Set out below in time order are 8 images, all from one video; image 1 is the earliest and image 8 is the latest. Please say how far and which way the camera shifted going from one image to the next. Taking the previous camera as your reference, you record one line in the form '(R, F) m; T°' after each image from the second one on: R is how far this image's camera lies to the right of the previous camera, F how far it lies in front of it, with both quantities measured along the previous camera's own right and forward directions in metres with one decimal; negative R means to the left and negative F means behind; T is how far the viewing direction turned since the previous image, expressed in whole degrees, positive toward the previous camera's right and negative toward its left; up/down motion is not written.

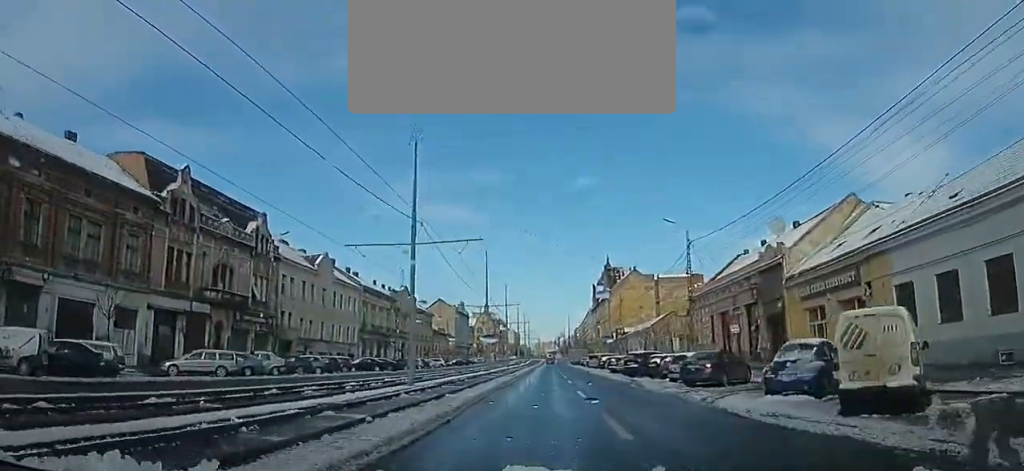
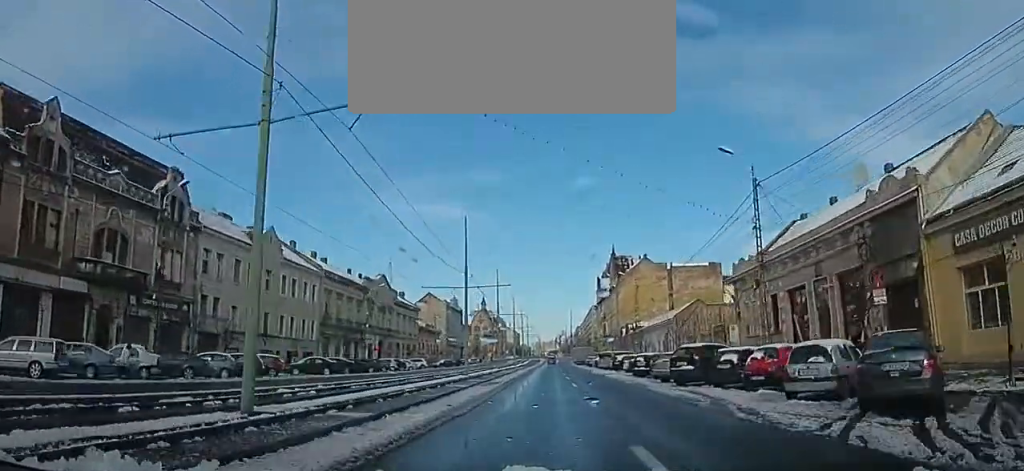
(+1.0, +11.7) m; +4°
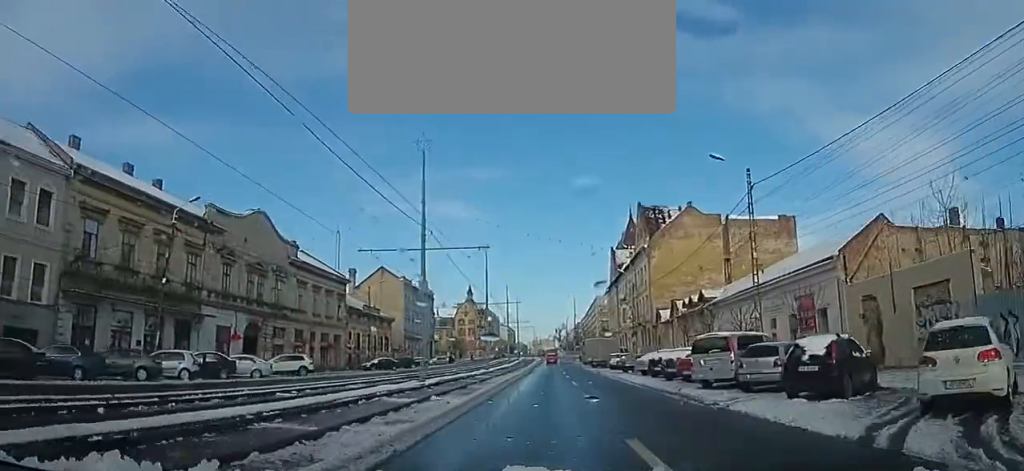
(-0.4, +33.2) m; -1°
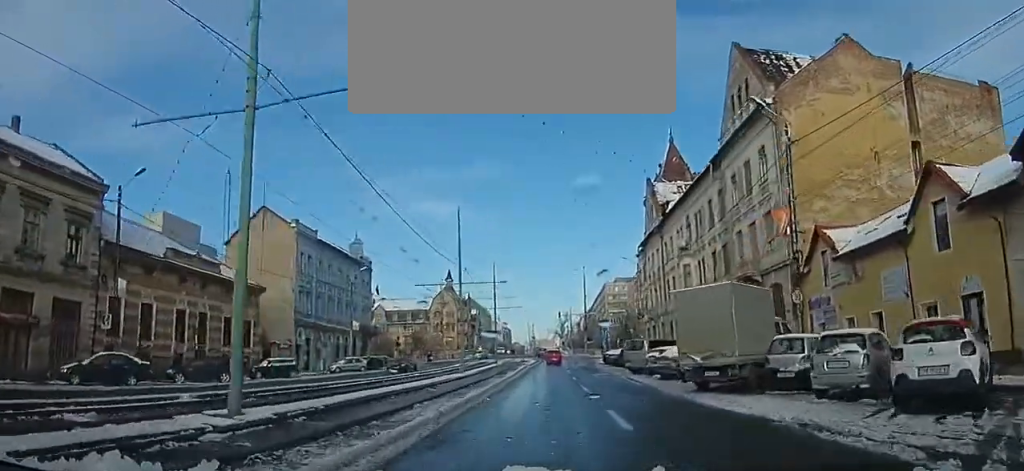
(-0.5, +38.4) m; -1°
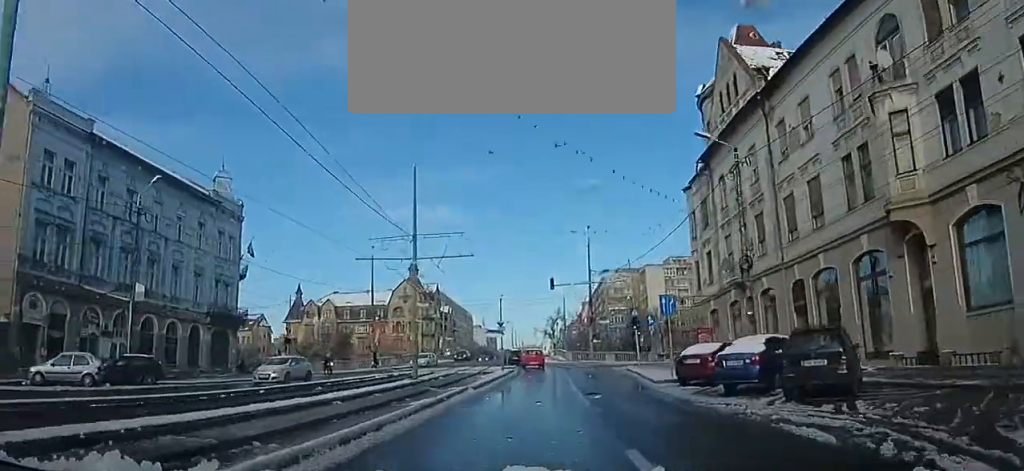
(+0.3, +30.3) m; +1°
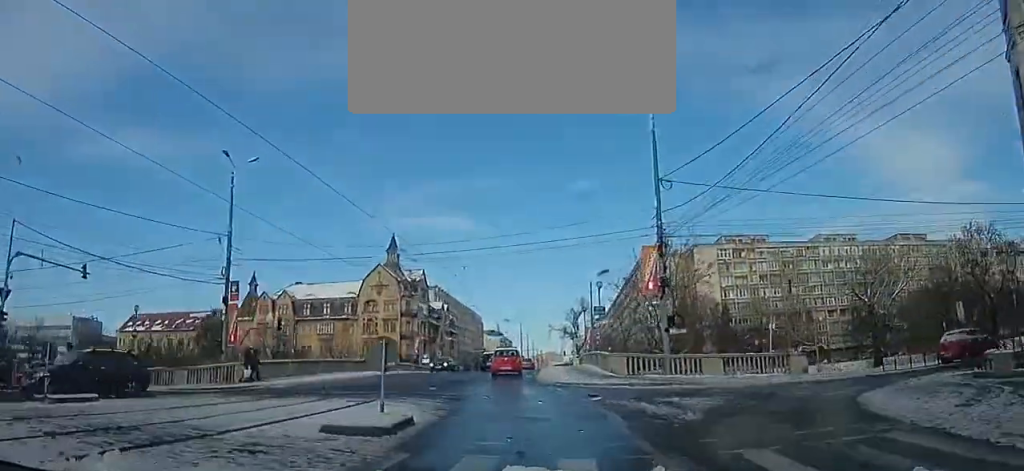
(-0.1, +31.7) m; 0°
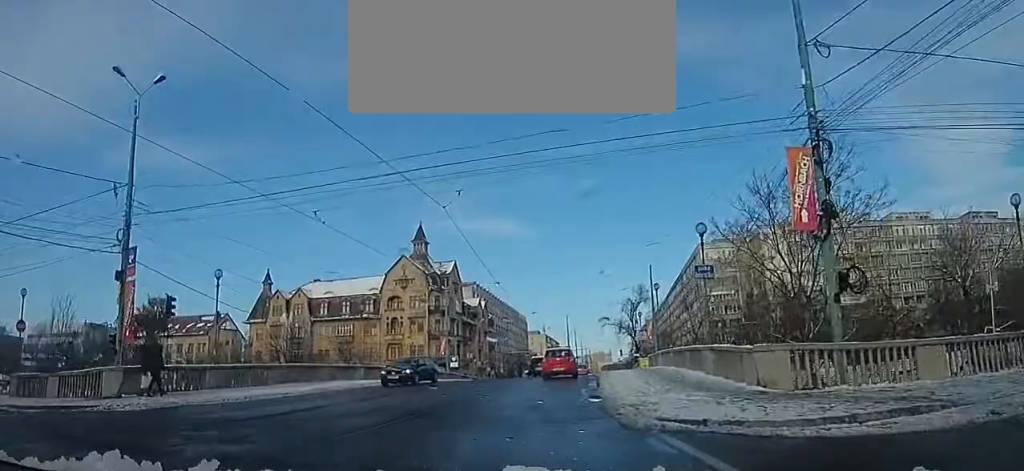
(+0.1, +13.0) m; -1°
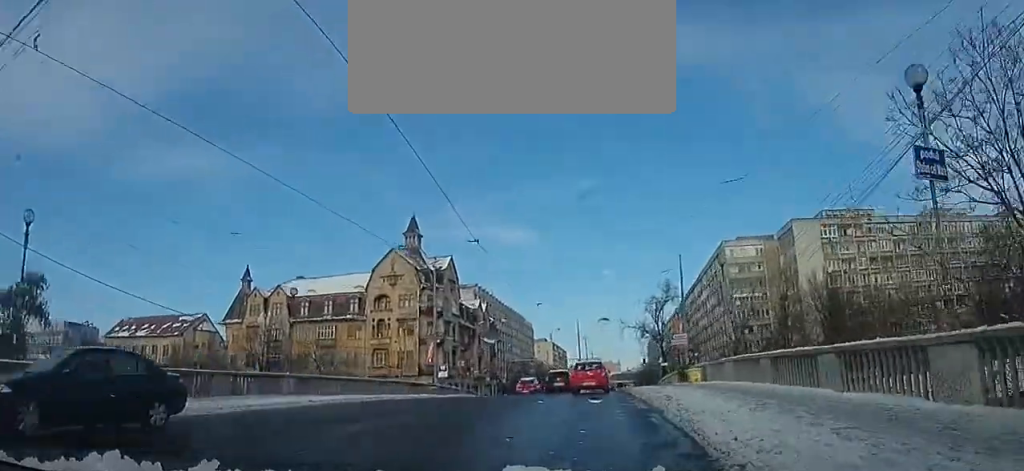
(+0.1, +11.3) m; -1°
